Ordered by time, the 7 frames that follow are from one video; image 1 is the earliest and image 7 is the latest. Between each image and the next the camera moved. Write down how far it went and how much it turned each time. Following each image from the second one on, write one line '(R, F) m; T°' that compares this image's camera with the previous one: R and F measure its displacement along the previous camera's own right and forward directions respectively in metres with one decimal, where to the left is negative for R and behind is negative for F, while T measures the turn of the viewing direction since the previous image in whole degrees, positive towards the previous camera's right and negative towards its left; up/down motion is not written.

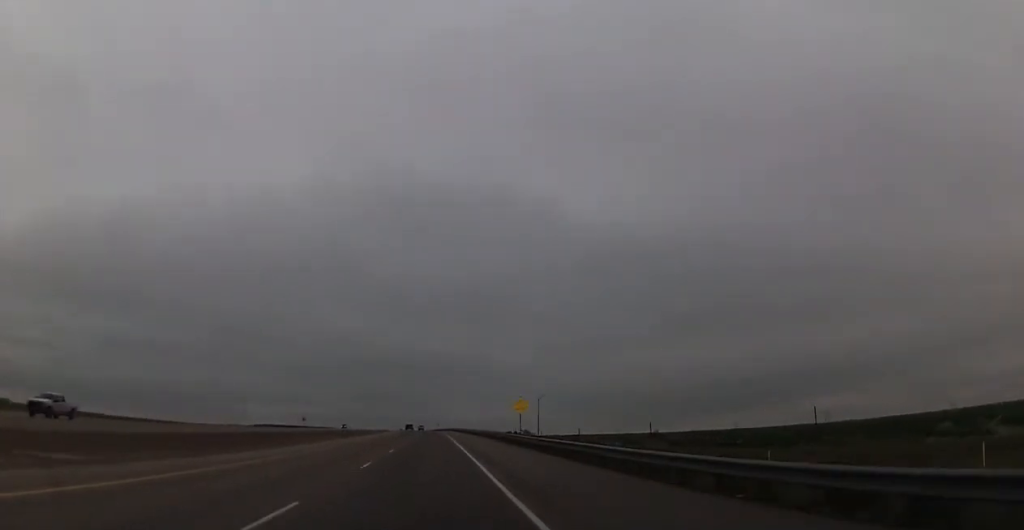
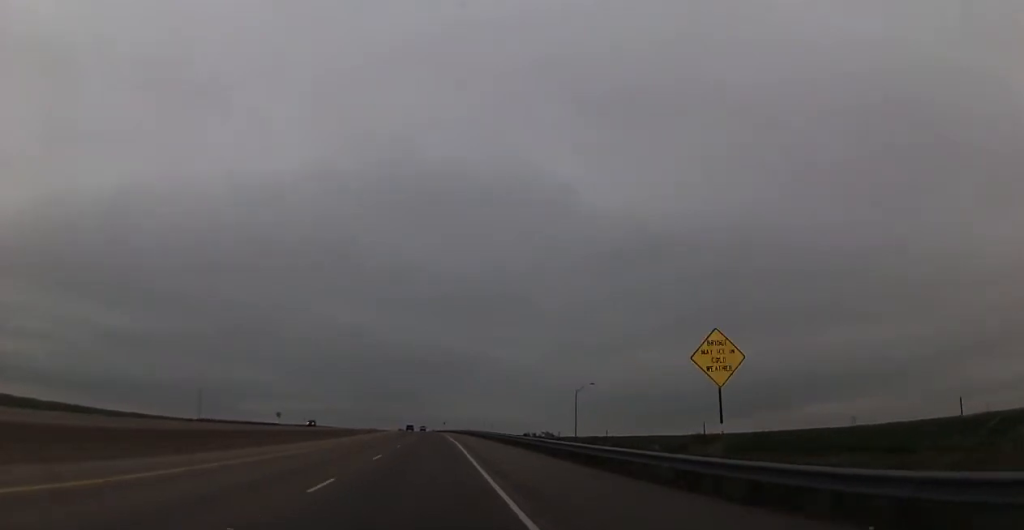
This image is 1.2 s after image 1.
(+0.1, +42.9) m; 0°
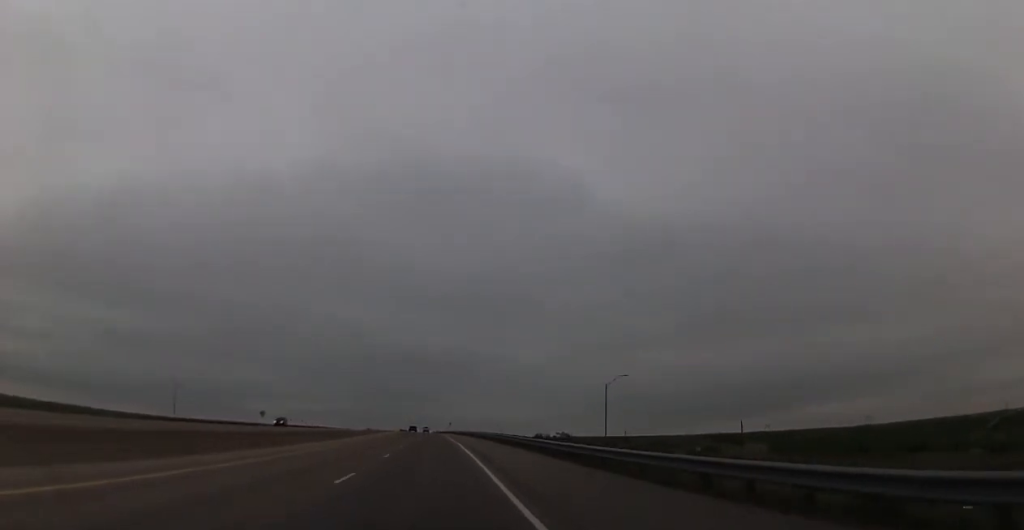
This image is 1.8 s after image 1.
(0.0, +22.0) m; 0°
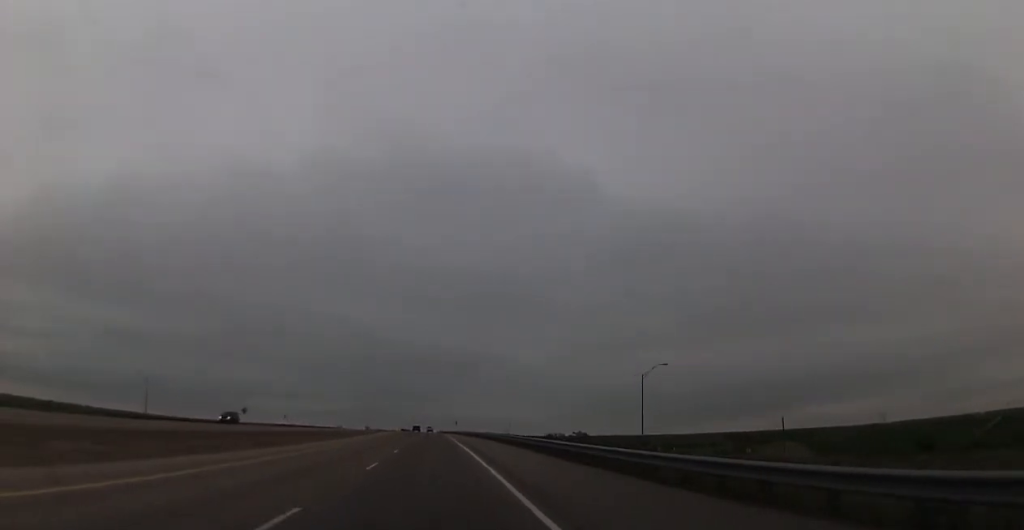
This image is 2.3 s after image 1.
(-0.1, +19.6) m; 0°
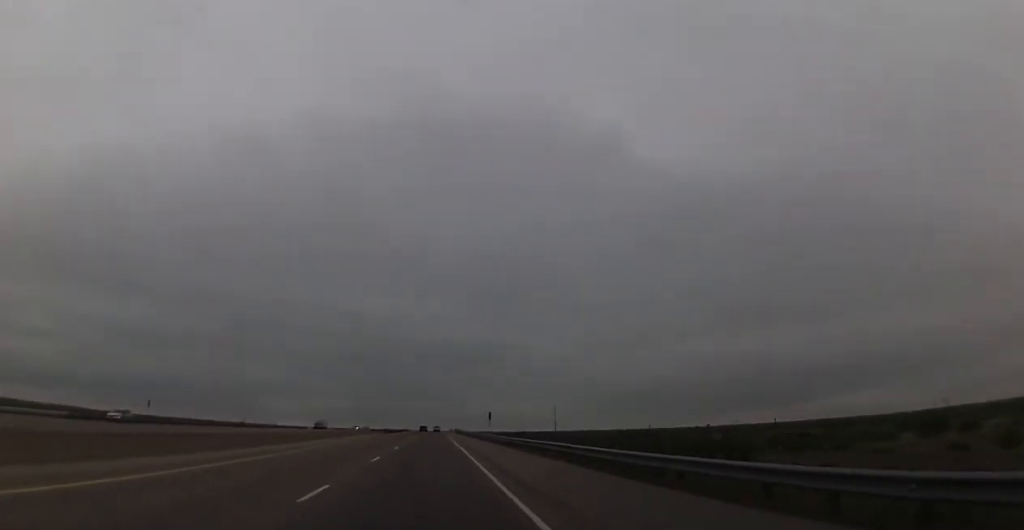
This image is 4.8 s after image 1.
(-1.6, +92.9) m; -2°
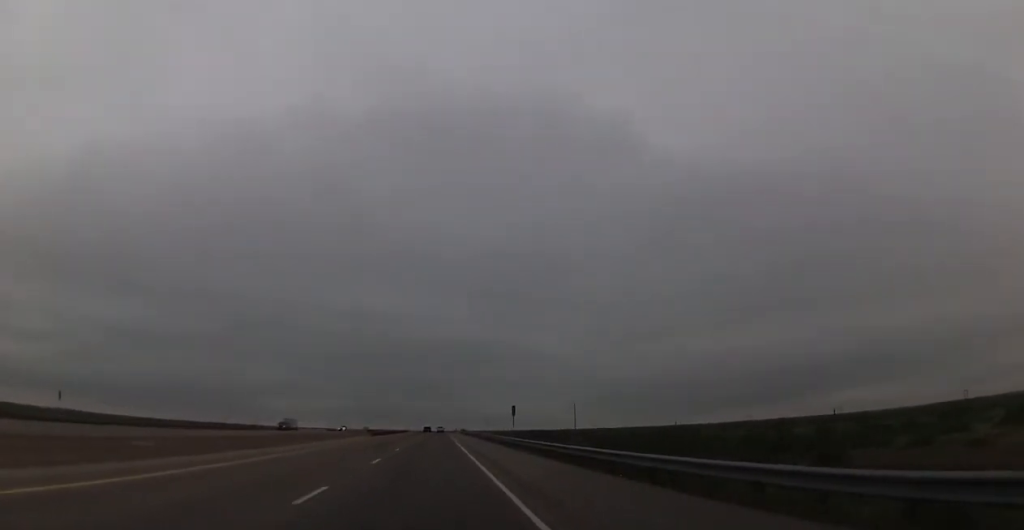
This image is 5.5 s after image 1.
(0.0, +24.4) m; 0°
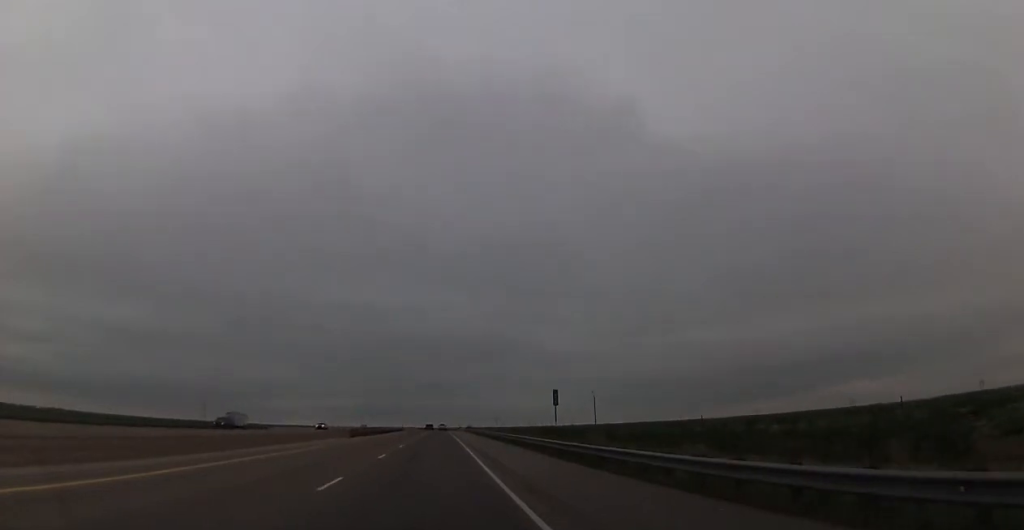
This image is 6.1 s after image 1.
(0.0, +22.0) m; 0°
